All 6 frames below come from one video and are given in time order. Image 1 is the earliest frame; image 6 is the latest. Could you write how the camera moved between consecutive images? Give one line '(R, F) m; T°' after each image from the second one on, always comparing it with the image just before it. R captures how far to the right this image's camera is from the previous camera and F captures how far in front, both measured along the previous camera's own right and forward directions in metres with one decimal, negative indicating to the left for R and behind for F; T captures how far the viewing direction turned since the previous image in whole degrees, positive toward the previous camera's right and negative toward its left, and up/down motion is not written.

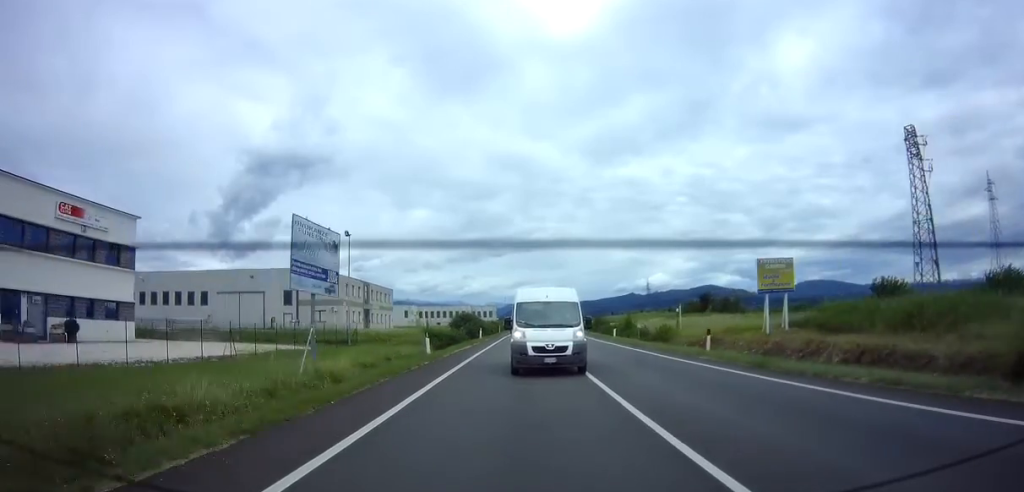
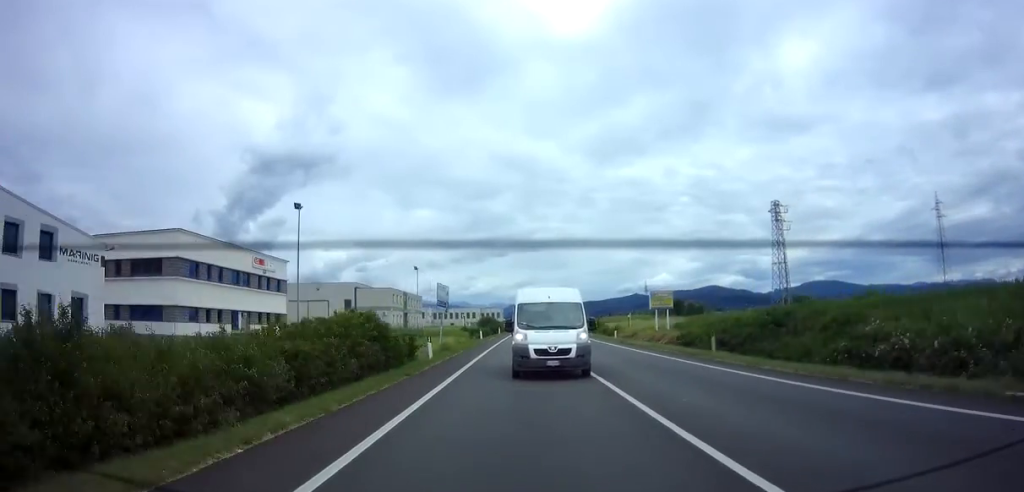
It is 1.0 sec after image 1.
(0.0, +24.3) m; 0°
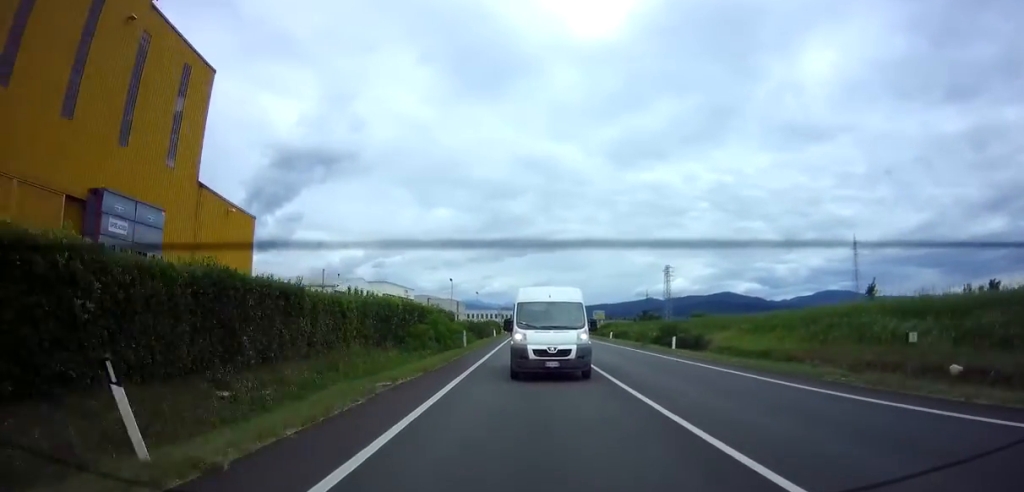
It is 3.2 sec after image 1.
(-0.8, +57.3) m; -2°
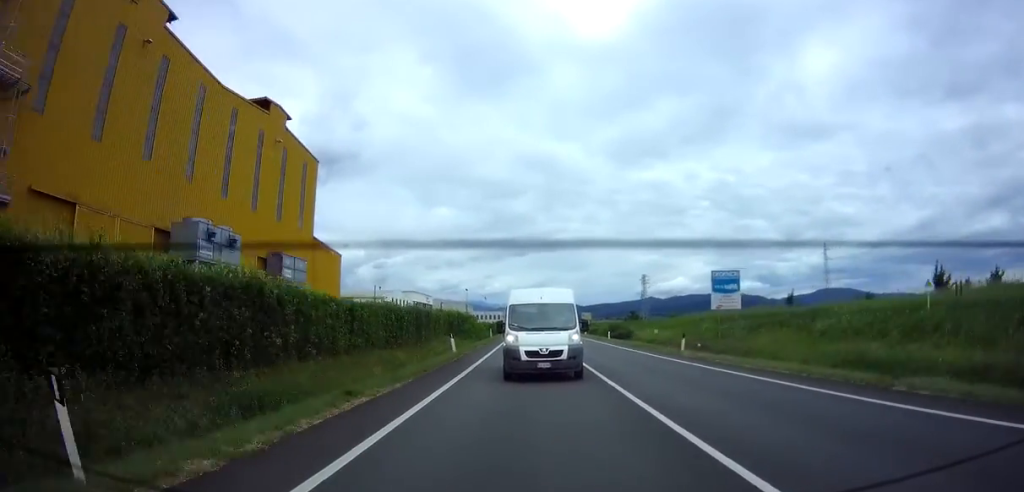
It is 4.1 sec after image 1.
(-0.1, +22.8) m; +1°
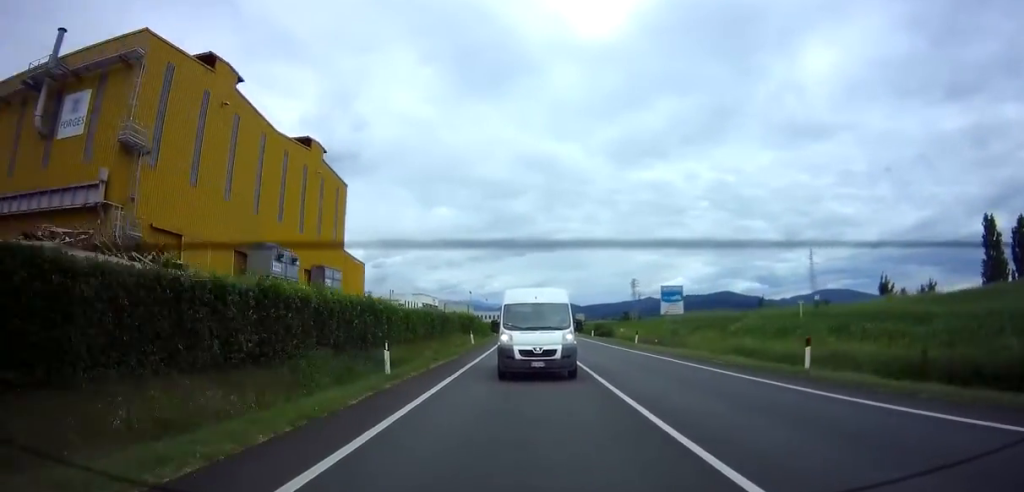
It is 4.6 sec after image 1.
(+0.2, +11.0) m; 0°
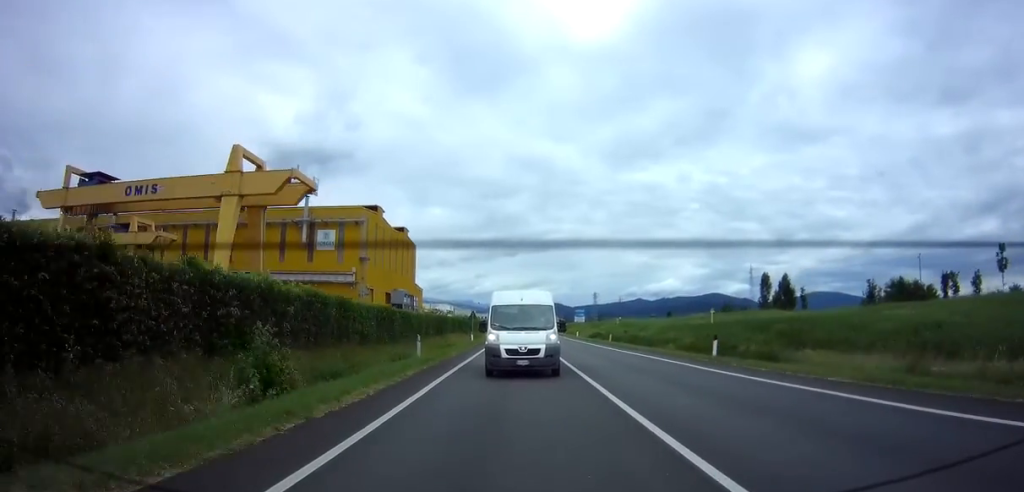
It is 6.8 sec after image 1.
(-0.3, +56.1) m; 0°
